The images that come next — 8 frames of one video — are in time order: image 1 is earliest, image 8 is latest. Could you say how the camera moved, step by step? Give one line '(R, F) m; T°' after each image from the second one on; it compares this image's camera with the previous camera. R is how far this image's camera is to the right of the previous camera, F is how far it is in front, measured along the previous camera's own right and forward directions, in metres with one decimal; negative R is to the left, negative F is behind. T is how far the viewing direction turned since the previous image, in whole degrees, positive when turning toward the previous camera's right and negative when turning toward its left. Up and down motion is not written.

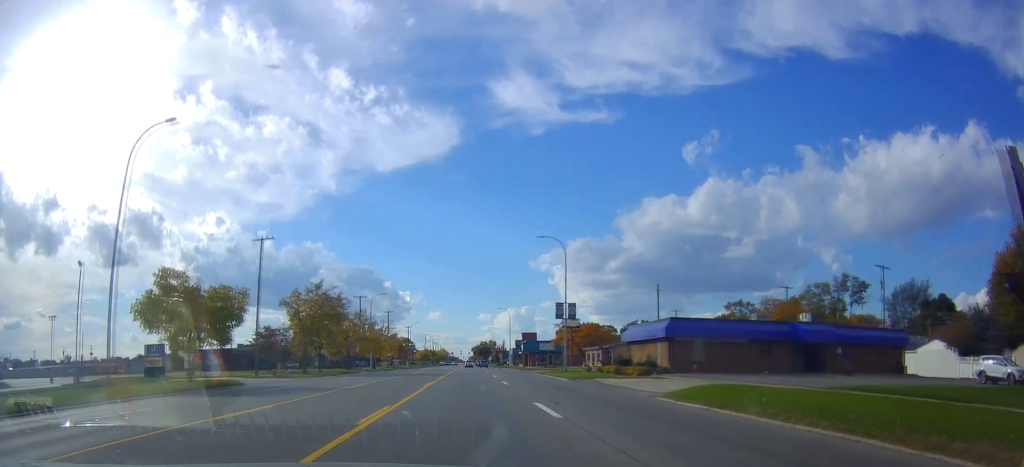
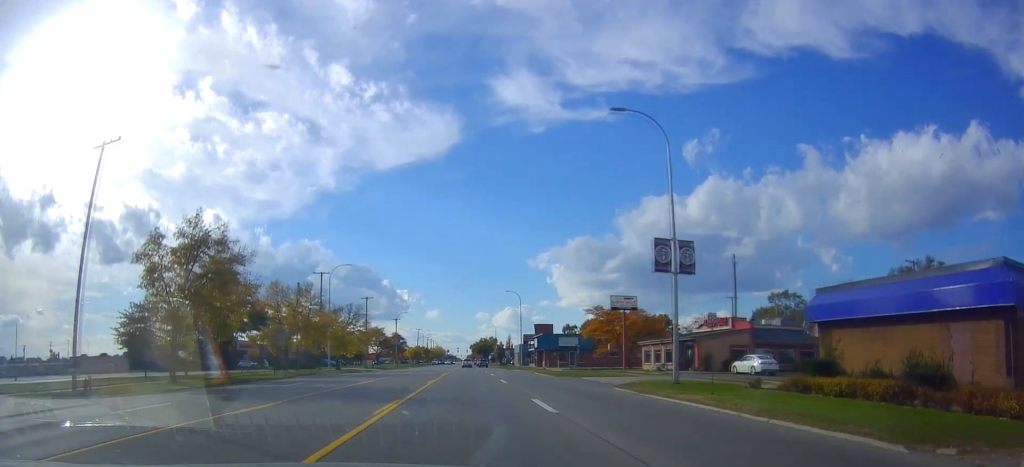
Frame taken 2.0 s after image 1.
(0.0, +29.1) m; -1°
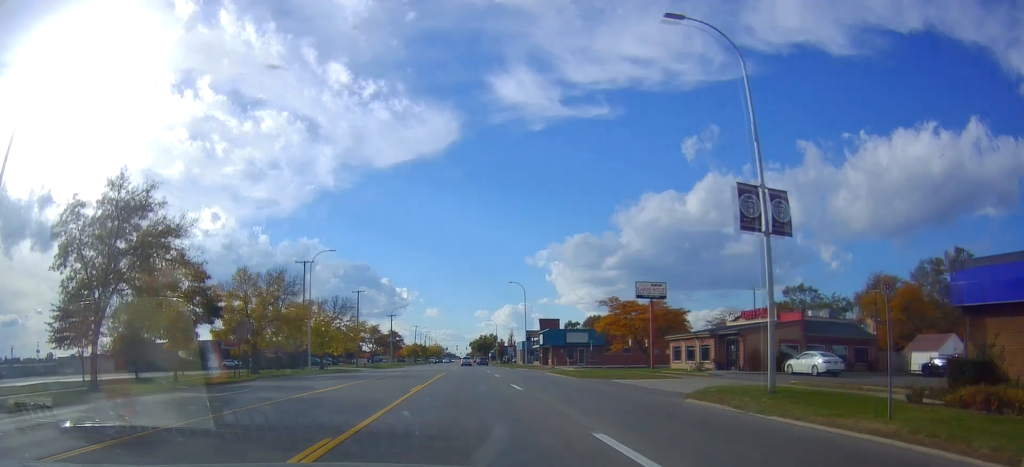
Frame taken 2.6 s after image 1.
(0.0, +8.9) m; -1°
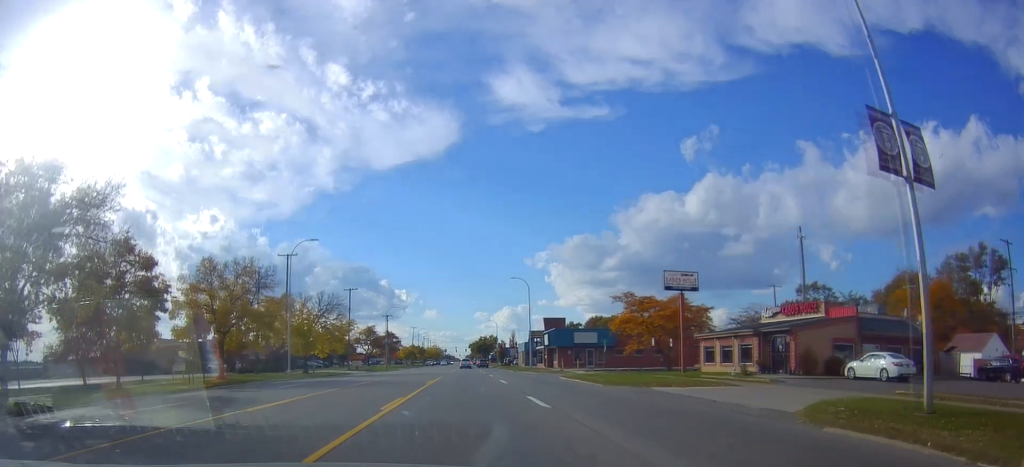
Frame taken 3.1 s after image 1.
(-0.2, +7.4) m; -1°
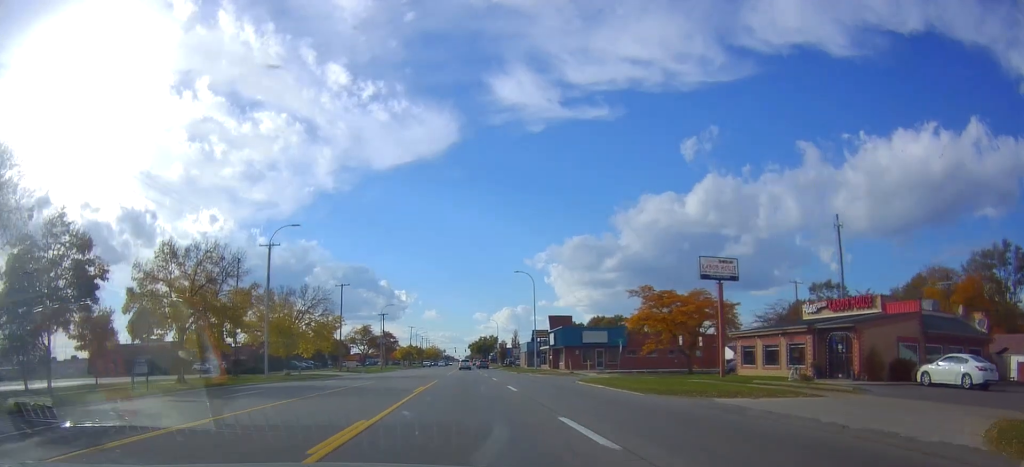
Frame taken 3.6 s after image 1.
(-0.1, +6.7) m; 0°
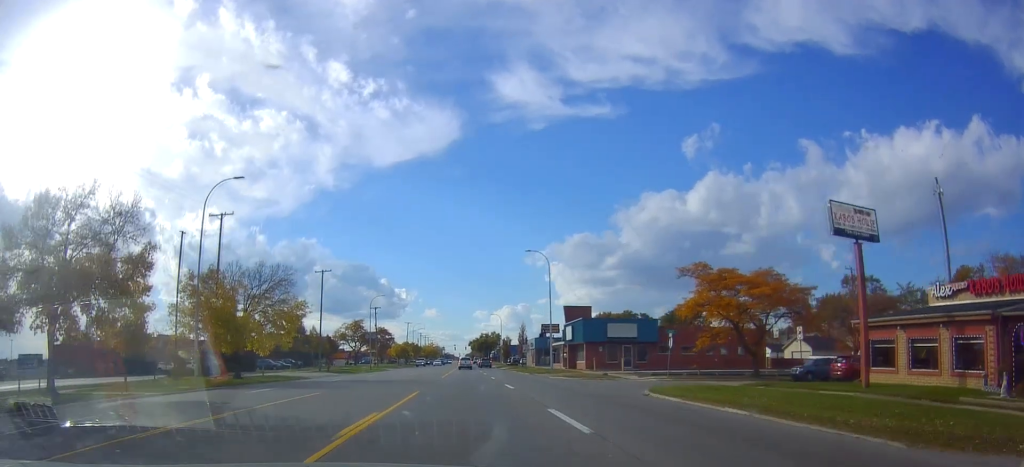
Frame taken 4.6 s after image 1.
(+0.1, +13.9) m; +2°
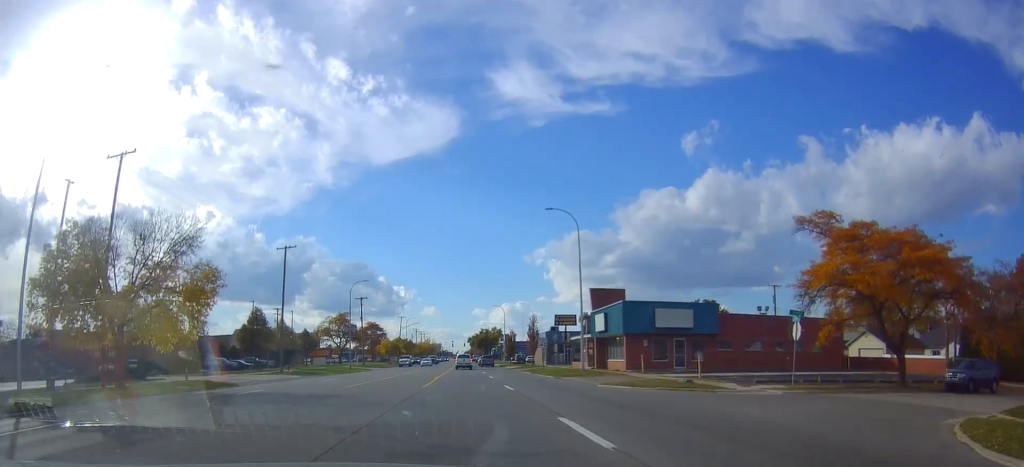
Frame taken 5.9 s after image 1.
(+0.6, +17.1) m; +2°
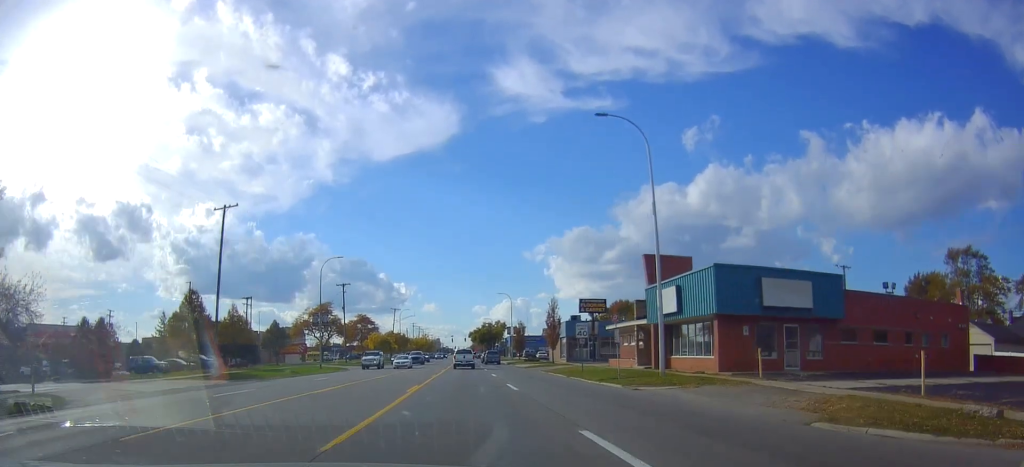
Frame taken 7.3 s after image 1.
(0.0, +18.5) m; -2°
